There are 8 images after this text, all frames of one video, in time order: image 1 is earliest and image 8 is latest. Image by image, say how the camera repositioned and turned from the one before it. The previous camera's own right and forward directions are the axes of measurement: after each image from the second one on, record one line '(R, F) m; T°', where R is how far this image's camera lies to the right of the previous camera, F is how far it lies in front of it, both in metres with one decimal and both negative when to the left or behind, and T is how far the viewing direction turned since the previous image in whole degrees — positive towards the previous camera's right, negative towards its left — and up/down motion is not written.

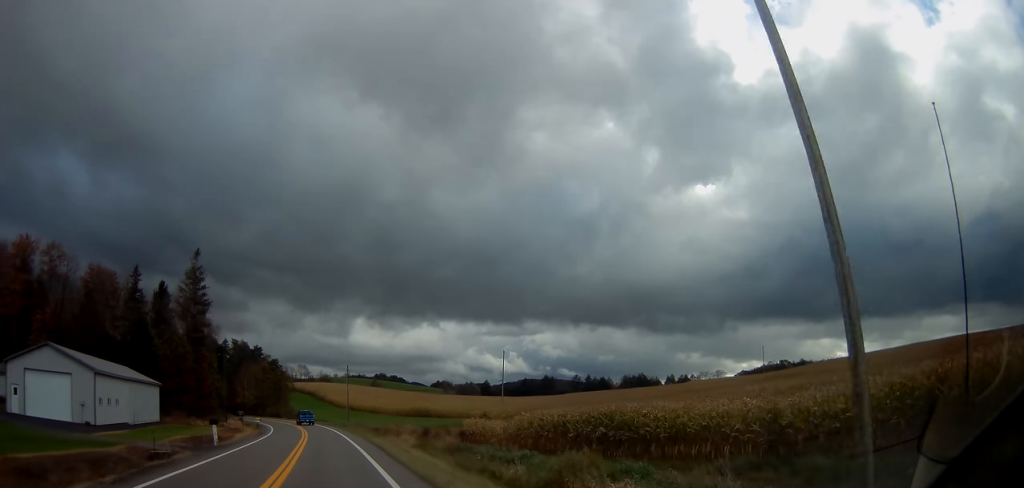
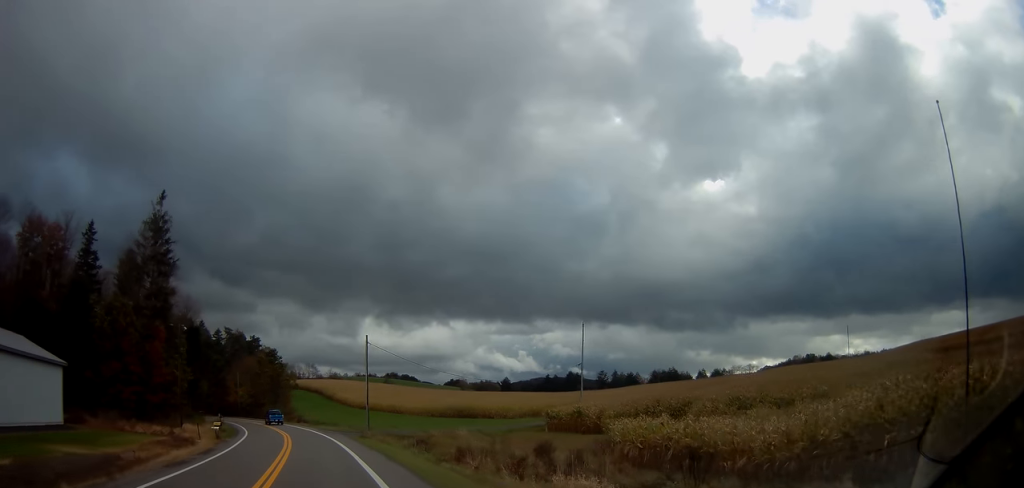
(-0.4, +27.0) m; -2°
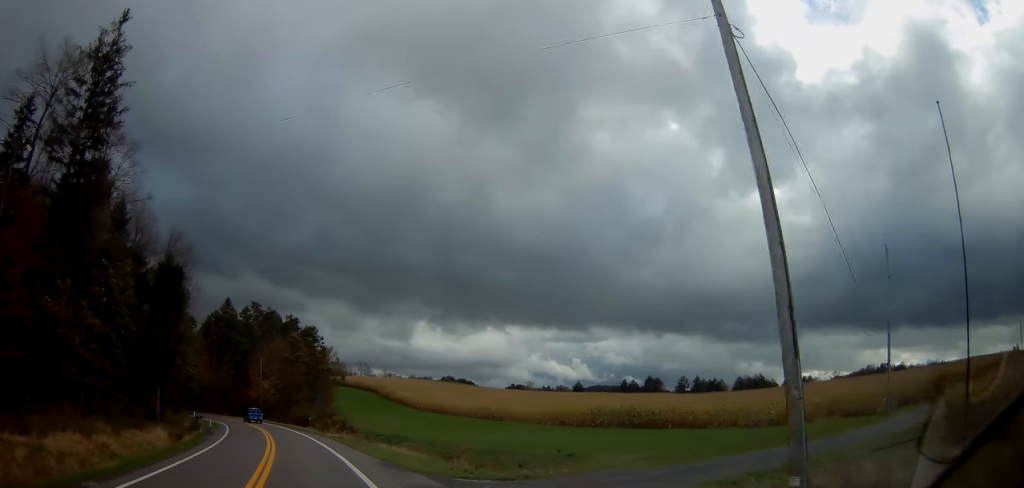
(-1.2, +36.6) m; -5°
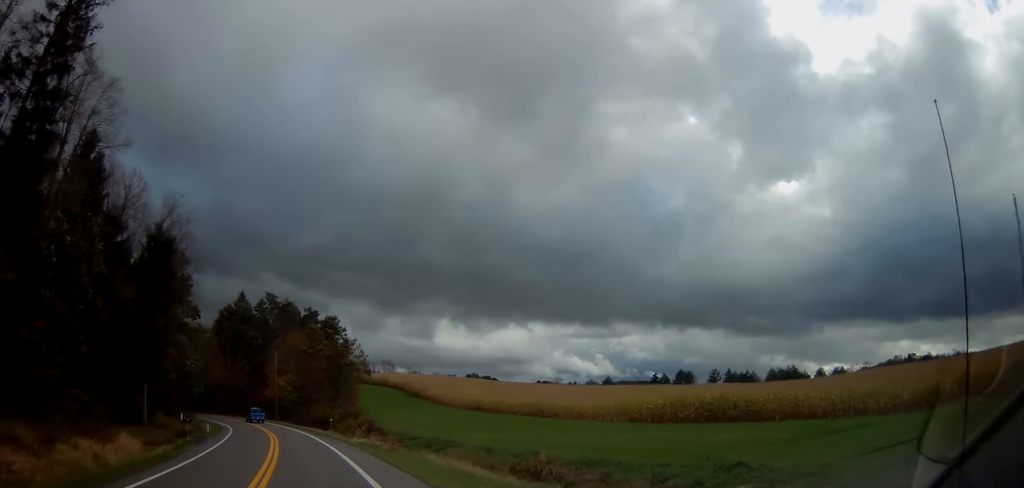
(-0.1, +9.9) m; -2°
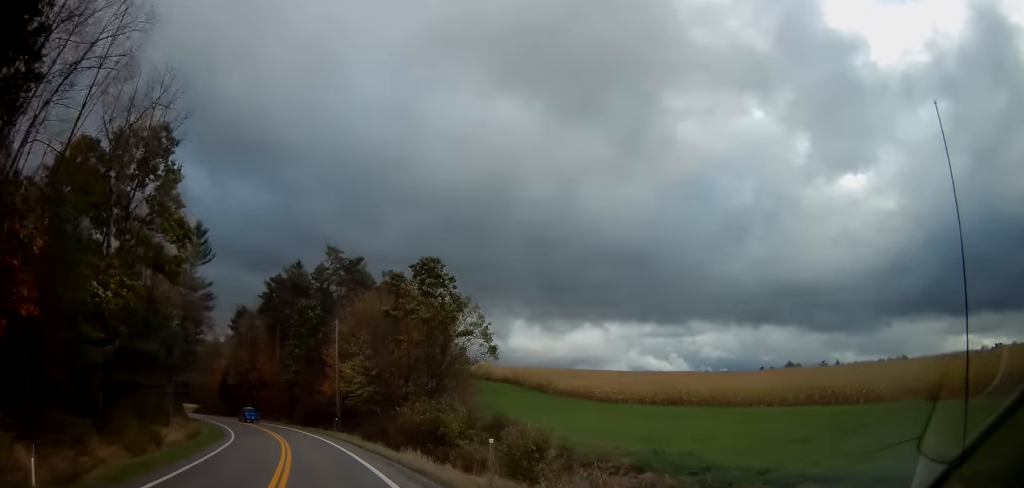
(-2.5, +33.9) m; -8°
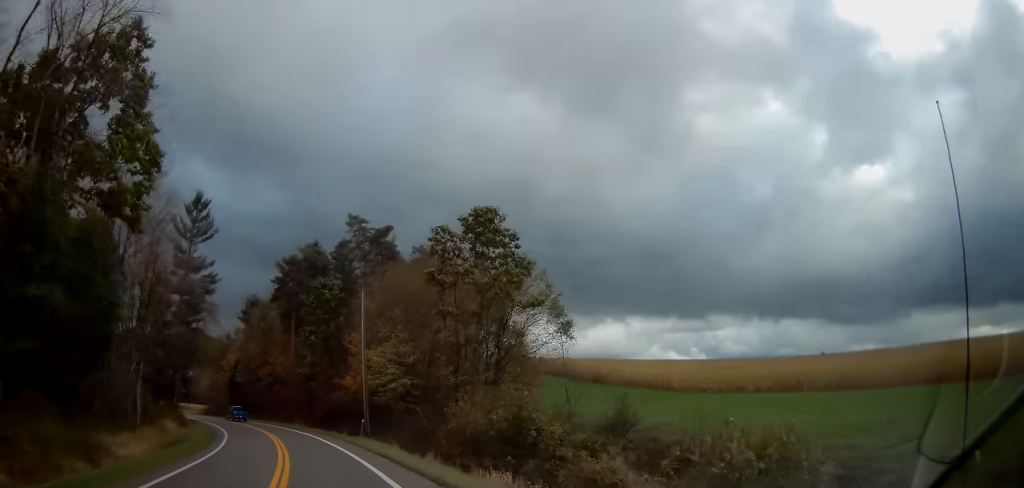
(-0.2, +12.3) m; -2°
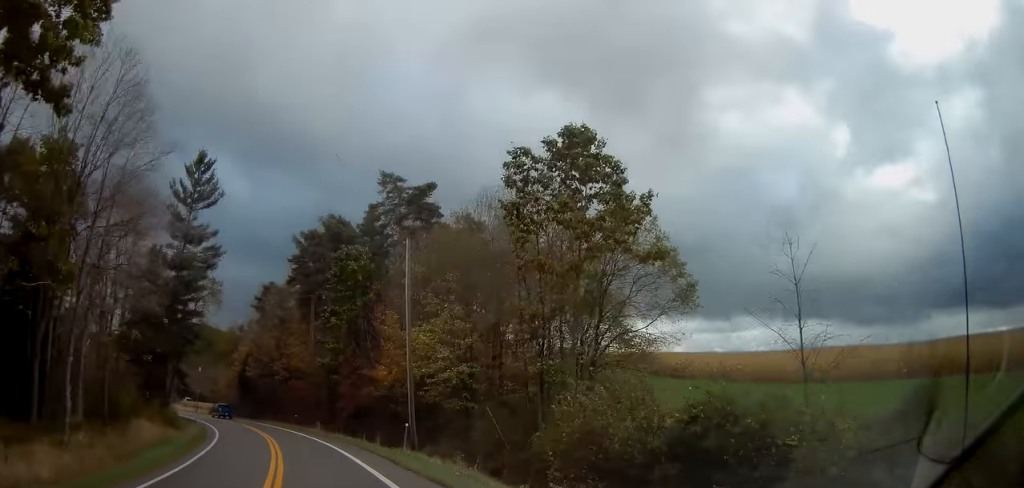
(-0.1, +12.3) m; -2°
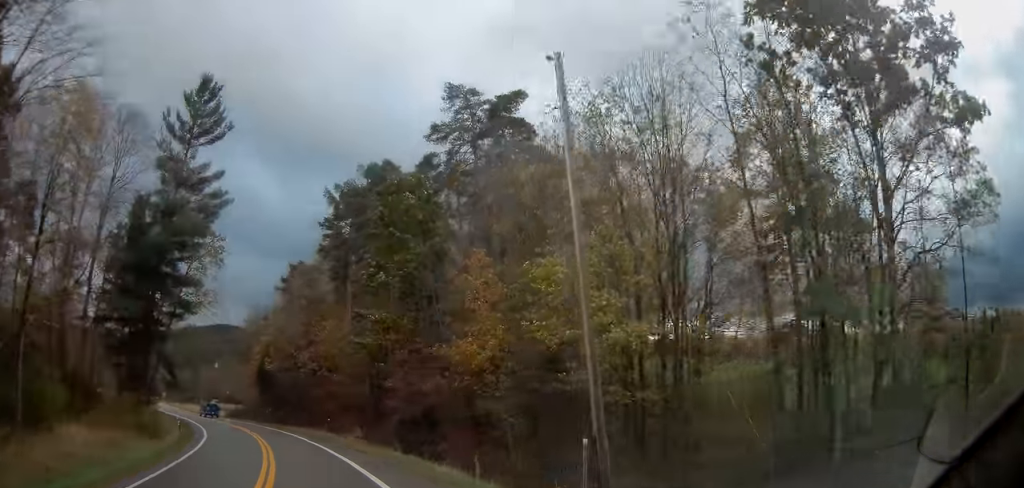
(-0.4, +16.0) m; -5°
